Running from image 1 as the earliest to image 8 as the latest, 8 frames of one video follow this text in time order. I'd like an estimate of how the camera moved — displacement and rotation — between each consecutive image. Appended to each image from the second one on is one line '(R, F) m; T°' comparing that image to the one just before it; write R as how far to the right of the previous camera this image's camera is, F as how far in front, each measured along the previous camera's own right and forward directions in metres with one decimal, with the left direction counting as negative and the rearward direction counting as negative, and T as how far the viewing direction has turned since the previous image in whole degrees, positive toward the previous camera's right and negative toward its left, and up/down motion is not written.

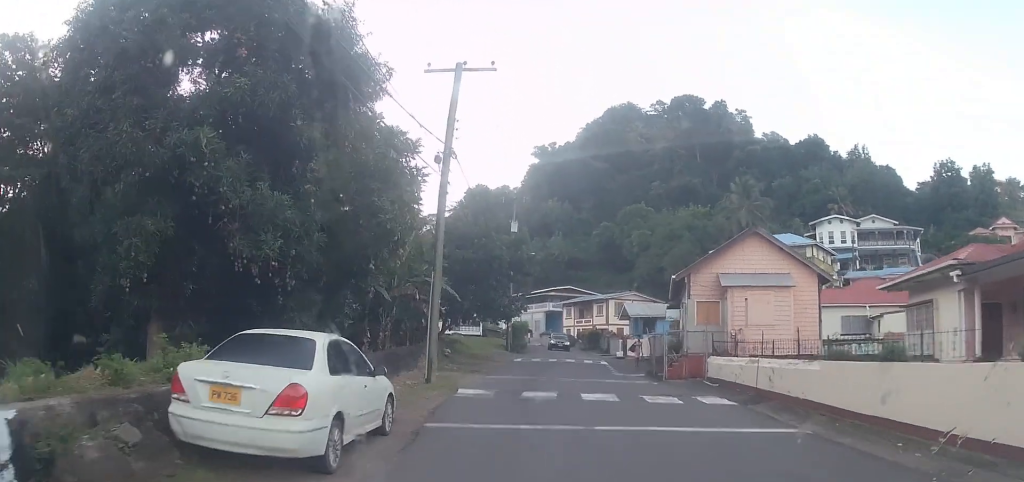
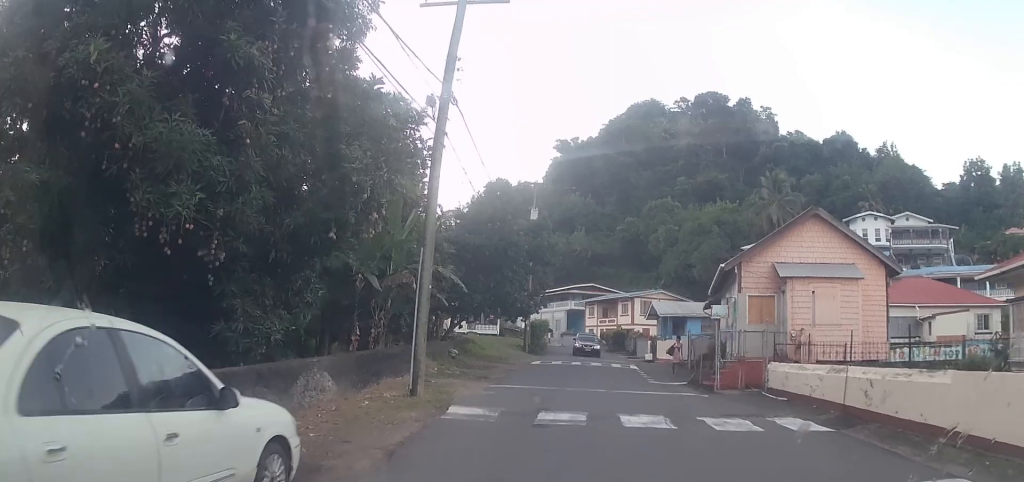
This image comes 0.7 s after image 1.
(-0.5, +3.9) m; 0°
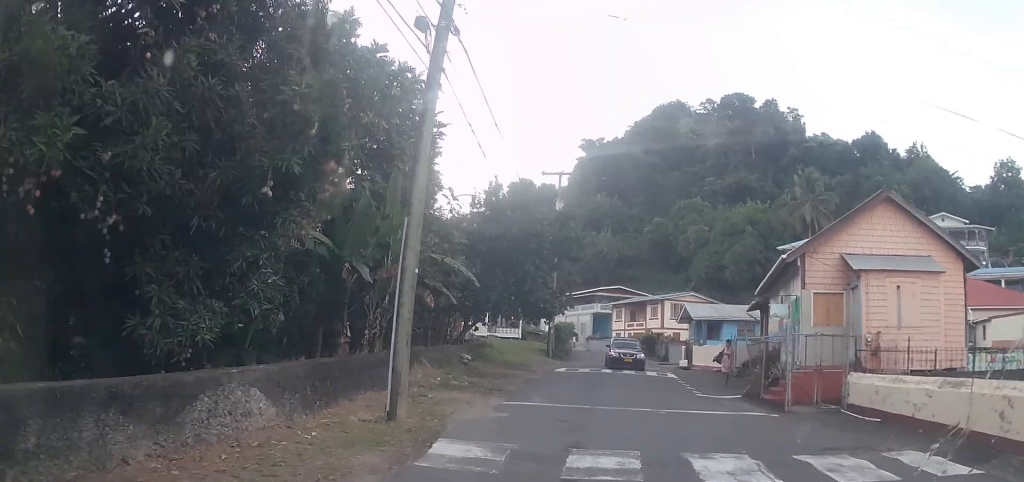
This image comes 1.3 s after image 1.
(+0.3, +3.2) m; +4°
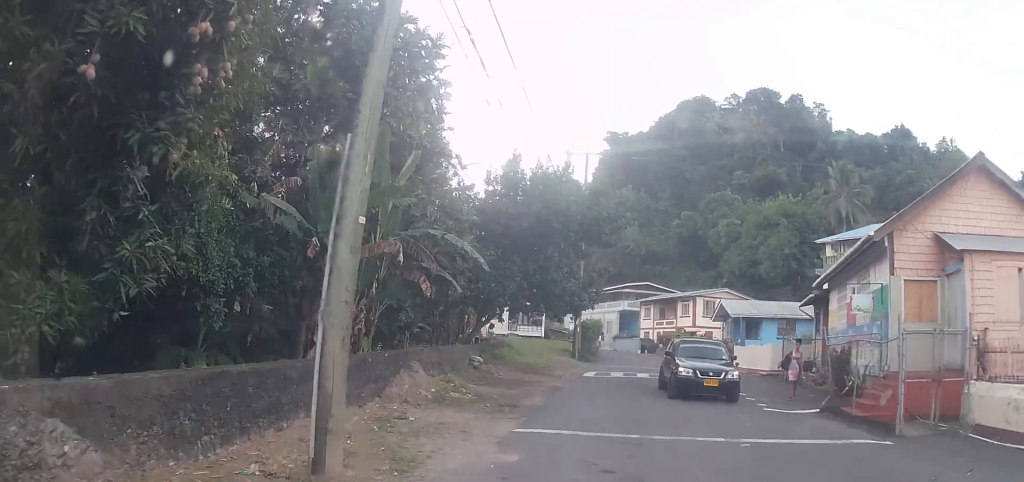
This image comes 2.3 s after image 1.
(+0.2, +4.0) m; -1°
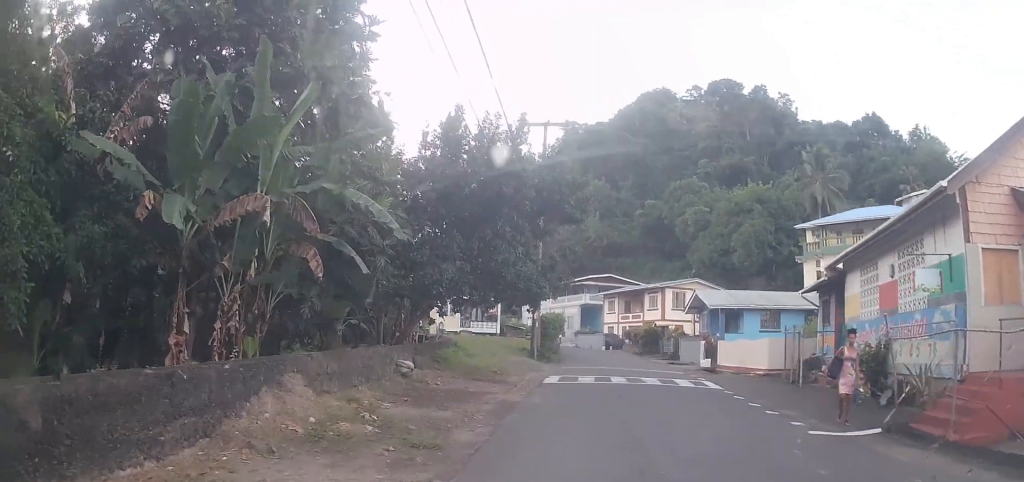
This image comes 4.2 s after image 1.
(-0.4, +5.1) m; -3°
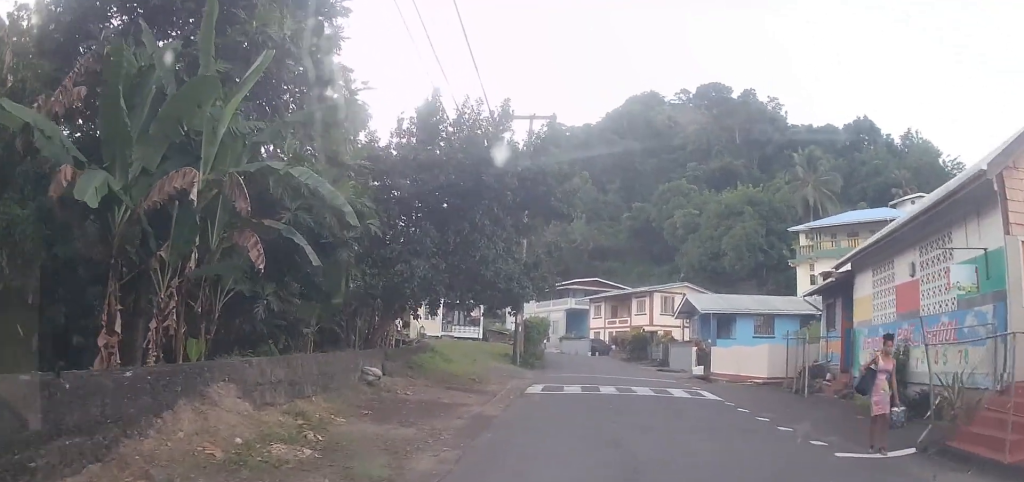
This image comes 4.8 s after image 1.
(+0.2, +1.8) m; +1°
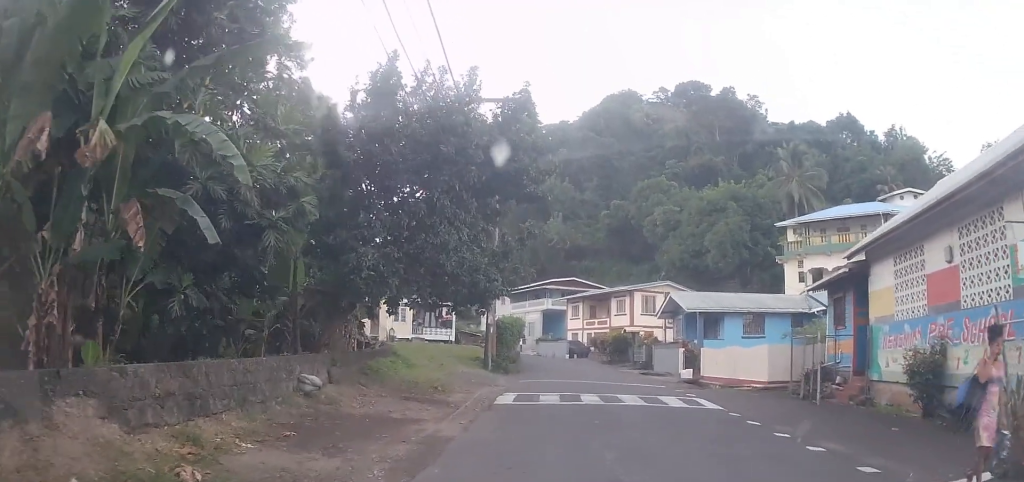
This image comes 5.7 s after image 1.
(-0.3, +3.7) m; 0°
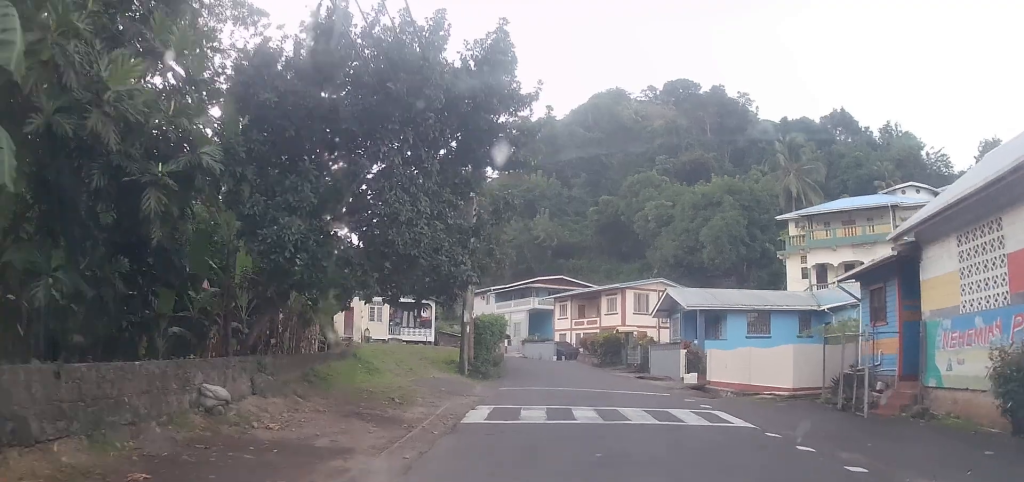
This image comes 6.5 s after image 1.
(+0.2, +3.9) m; +2°
